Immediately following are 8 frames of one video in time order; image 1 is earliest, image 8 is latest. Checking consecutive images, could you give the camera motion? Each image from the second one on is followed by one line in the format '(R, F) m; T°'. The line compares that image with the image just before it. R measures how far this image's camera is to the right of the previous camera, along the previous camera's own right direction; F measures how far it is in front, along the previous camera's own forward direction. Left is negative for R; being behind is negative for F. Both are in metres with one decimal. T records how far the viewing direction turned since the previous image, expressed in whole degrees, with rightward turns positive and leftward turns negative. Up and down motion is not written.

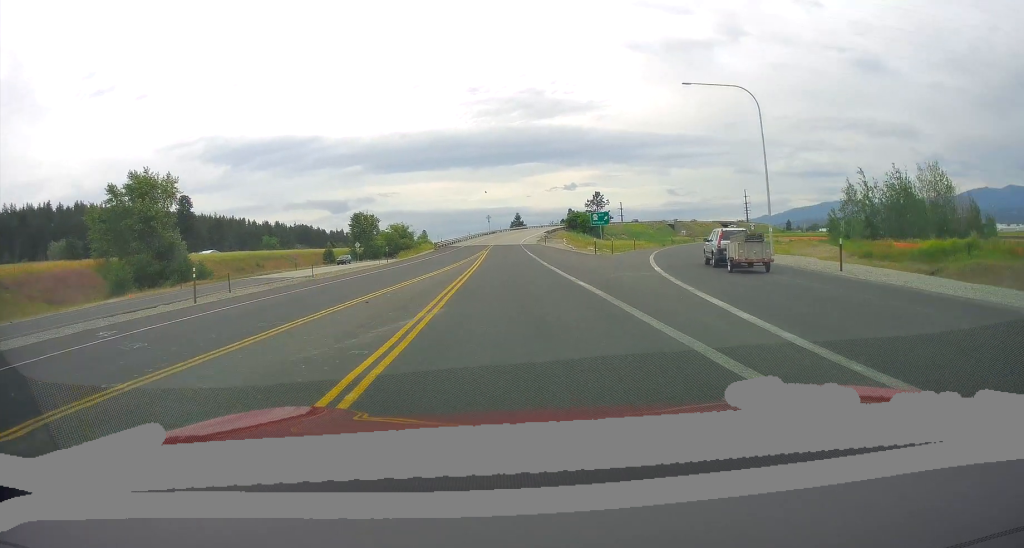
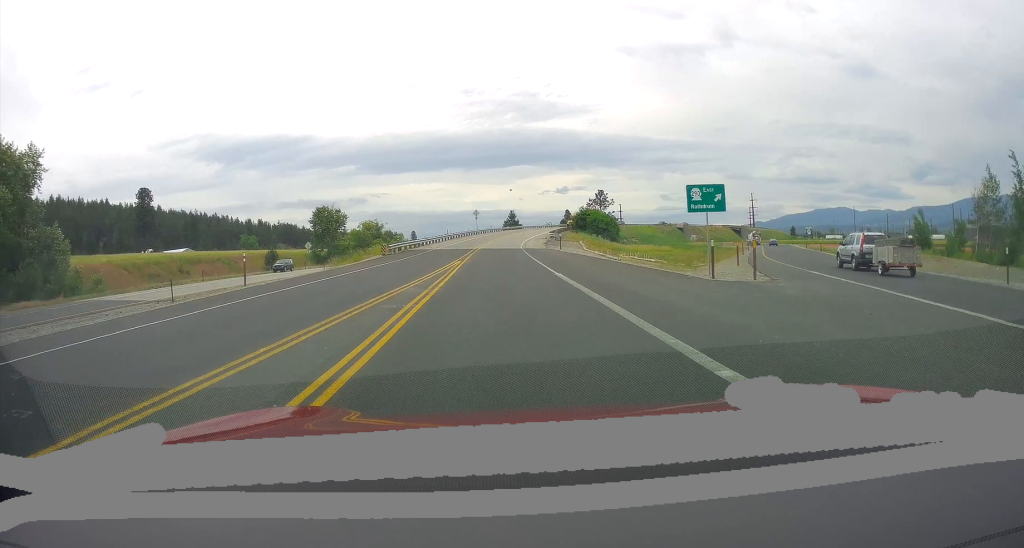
(+0.4, +27.6) m; +2°
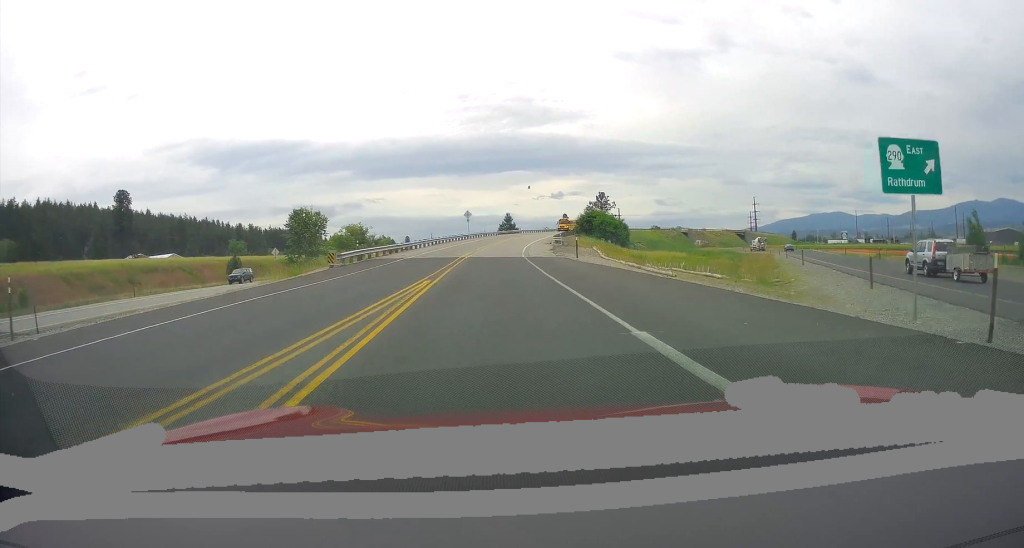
(+0.1, +13.3) m; 0°
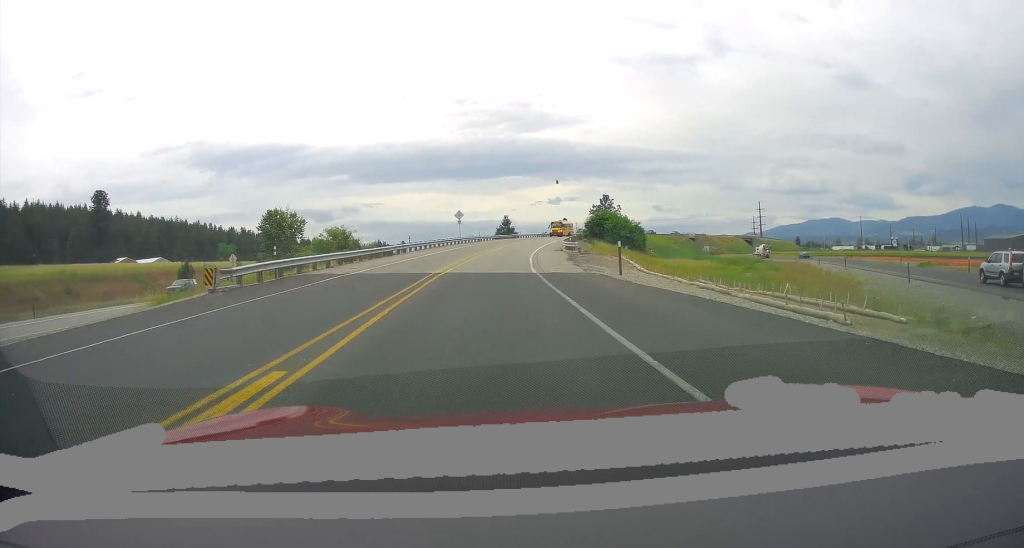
(+0.1, +13.3) m; -1°
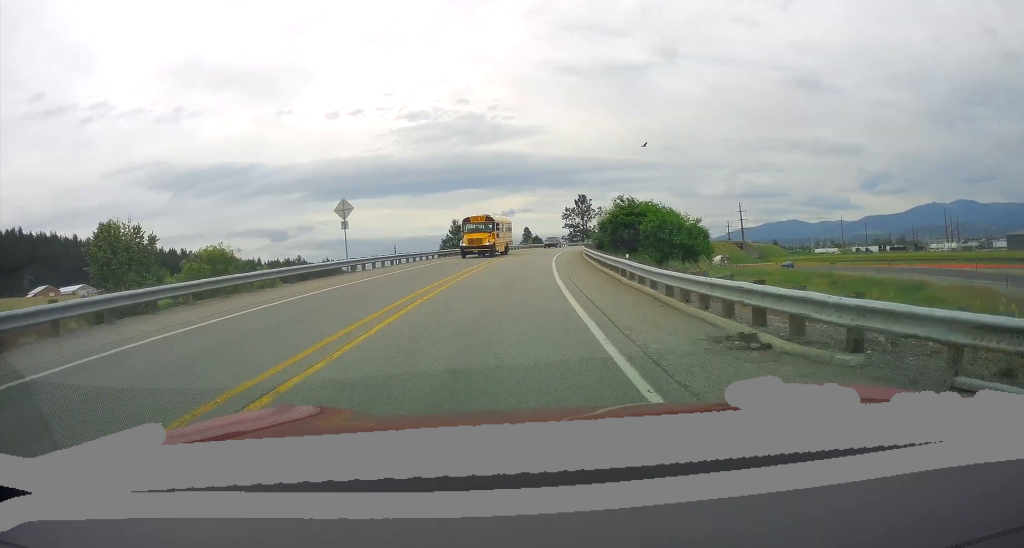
(+1.3, +41.2) m; +6°
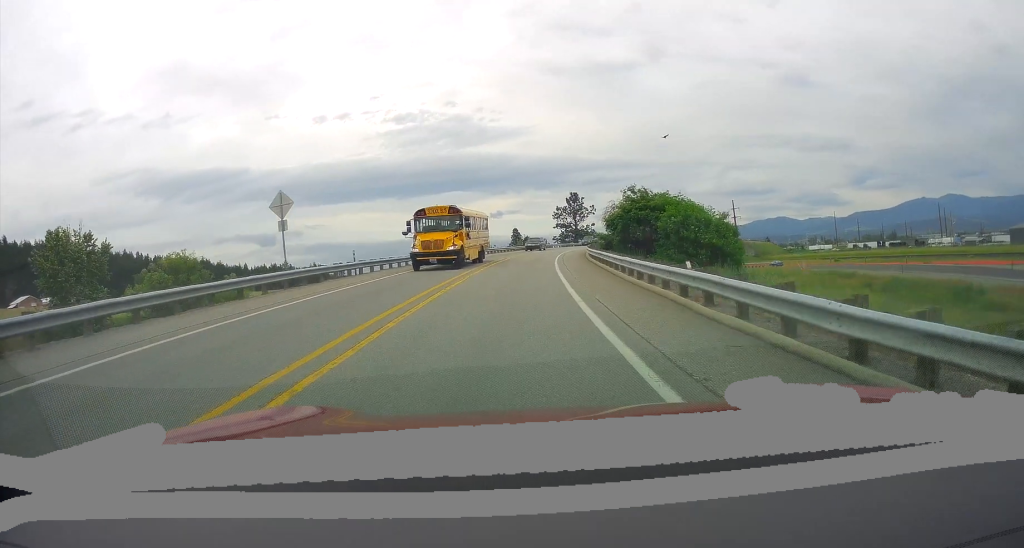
(+0.1, +8.7) m; +2°
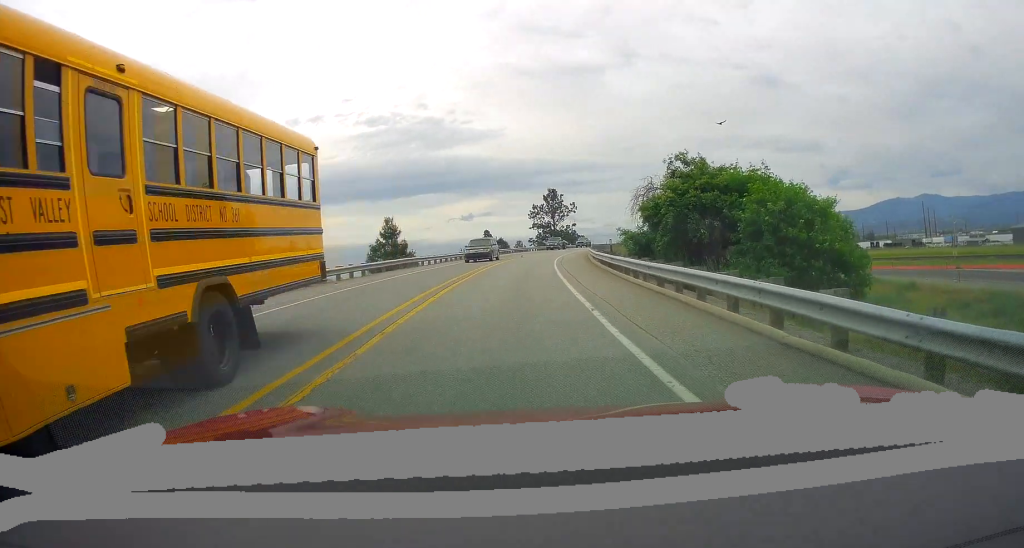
(-0.1, +16.4) m; +2°
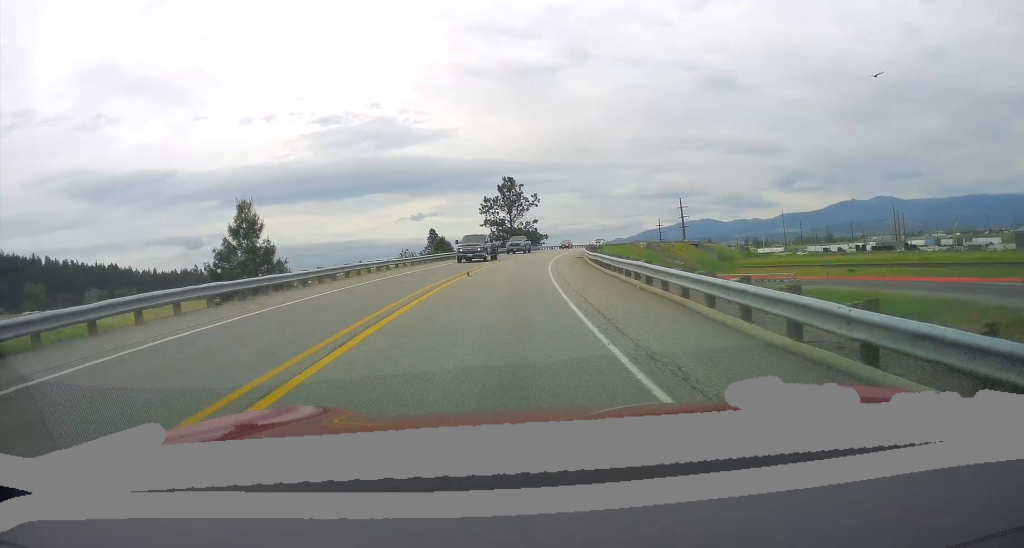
(+1.3, +25.2) m; +4°
